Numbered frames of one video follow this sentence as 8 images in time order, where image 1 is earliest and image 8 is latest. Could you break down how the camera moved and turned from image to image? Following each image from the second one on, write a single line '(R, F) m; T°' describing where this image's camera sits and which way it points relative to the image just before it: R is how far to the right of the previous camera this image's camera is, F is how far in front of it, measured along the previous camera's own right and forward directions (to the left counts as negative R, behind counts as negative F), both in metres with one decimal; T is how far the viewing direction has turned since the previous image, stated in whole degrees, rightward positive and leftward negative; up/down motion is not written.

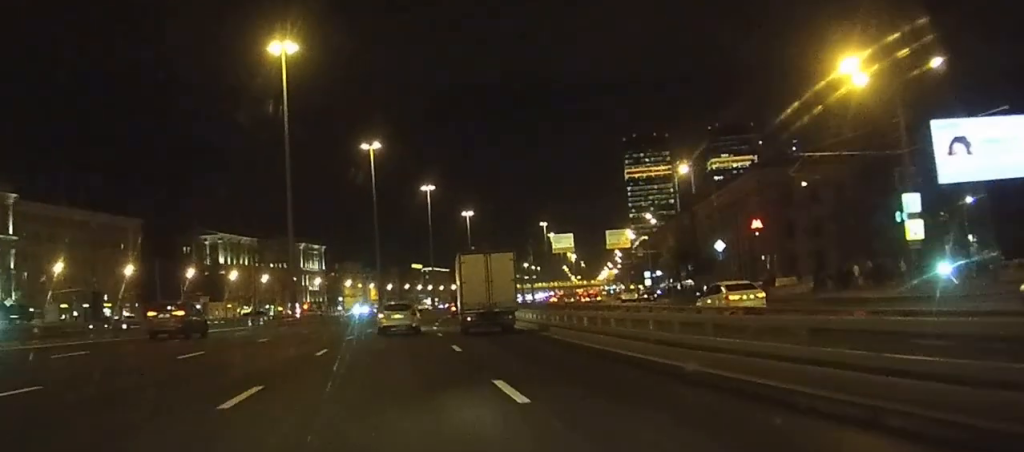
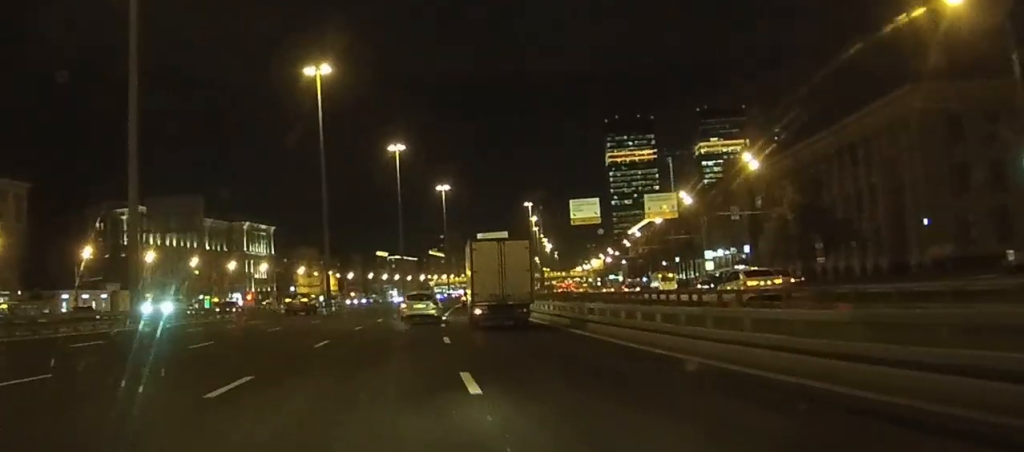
(+0.7, +47.1) m; +2°
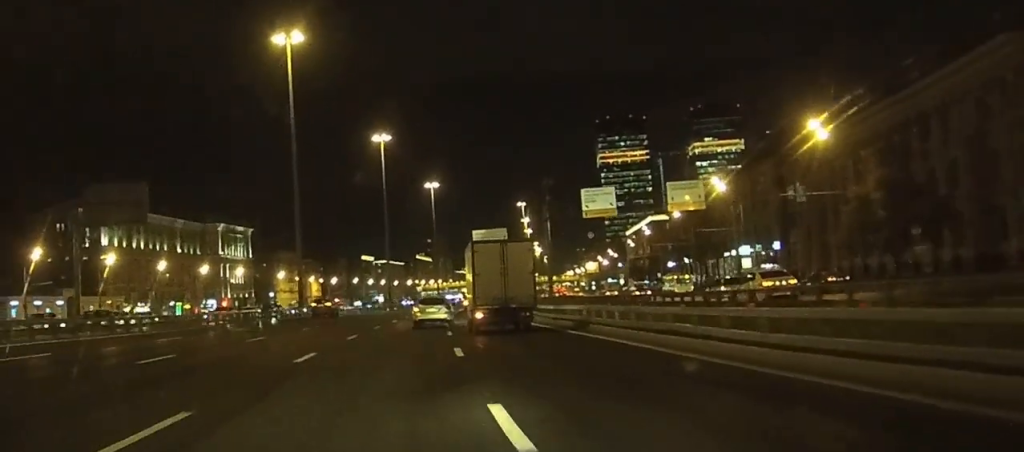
(+0.1, +16.3) m; +1°
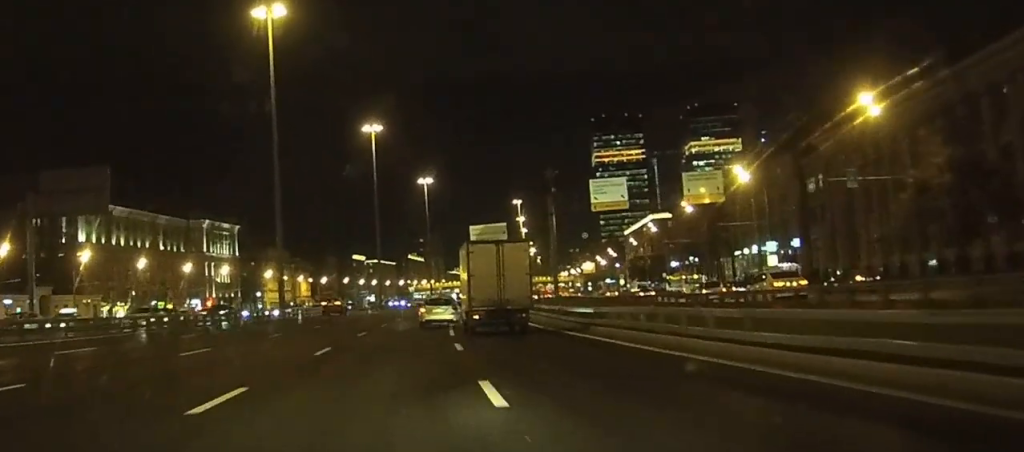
(-0.1, +8.9) m; +1°
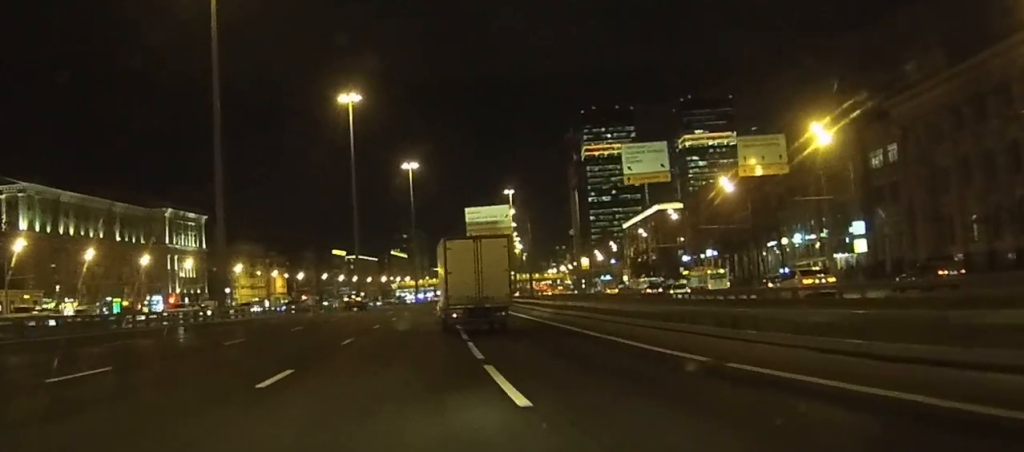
(+0.4, +20.5) m; +1°
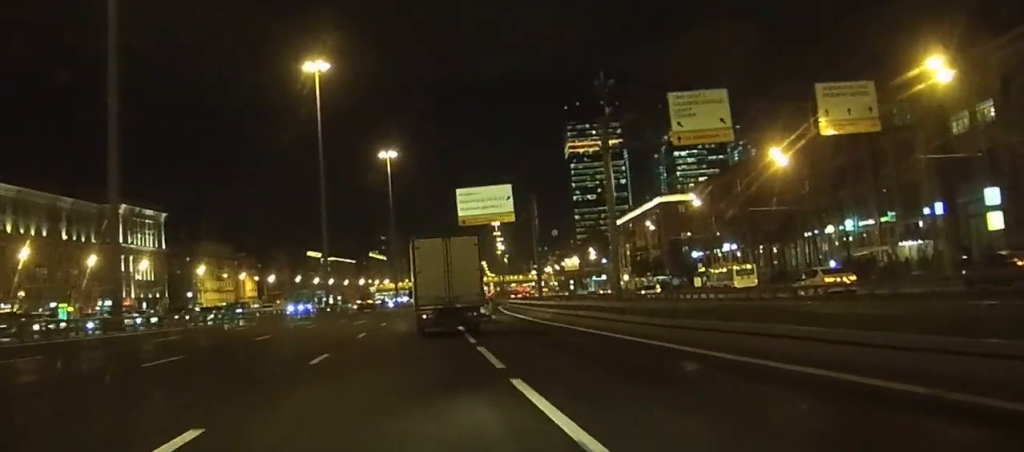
(0.0, +19.3) m; +1°
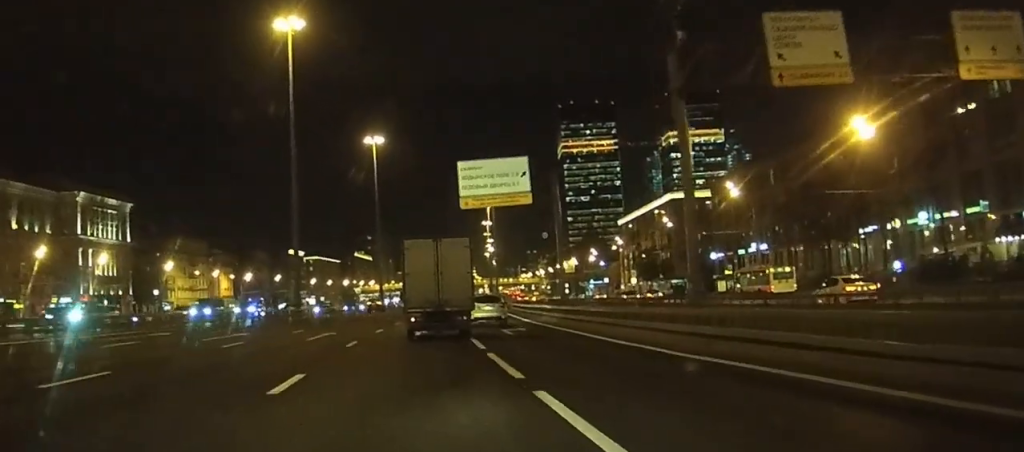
(+0.2, +17.3) m; +1°
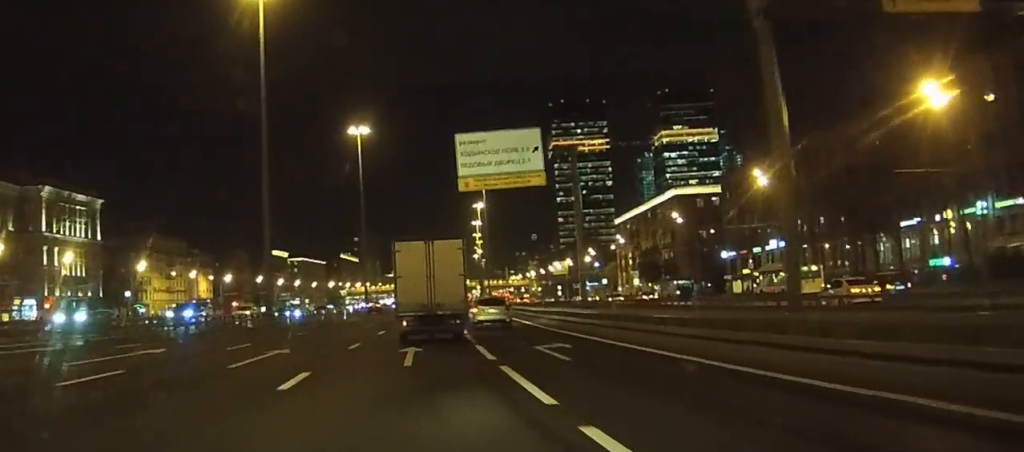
(+0.1, +11.1) m; +1°
